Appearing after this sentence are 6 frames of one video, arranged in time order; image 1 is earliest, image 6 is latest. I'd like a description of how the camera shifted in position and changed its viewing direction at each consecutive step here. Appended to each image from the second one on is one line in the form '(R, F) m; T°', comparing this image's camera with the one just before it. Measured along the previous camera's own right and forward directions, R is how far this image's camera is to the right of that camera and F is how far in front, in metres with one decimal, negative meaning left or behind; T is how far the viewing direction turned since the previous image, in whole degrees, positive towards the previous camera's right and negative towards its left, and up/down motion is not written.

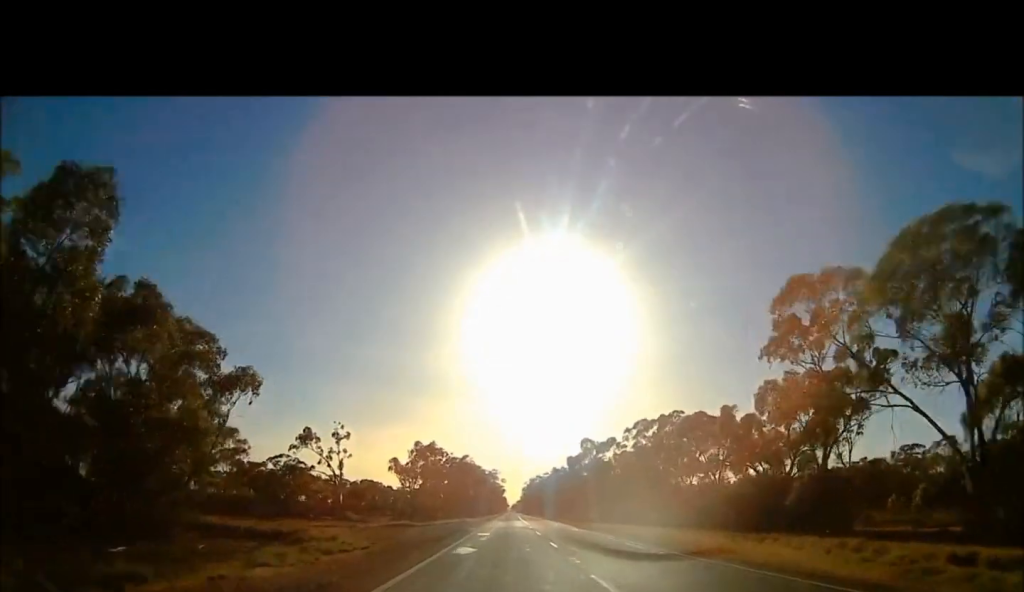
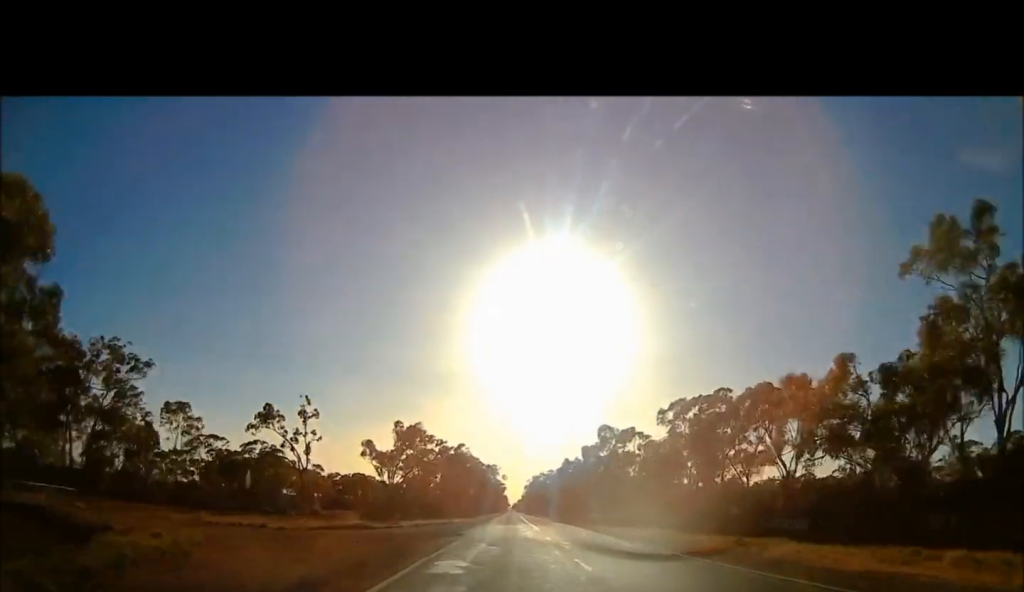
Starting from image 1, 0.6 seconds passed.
(-0.2, +21.2) m; 0°
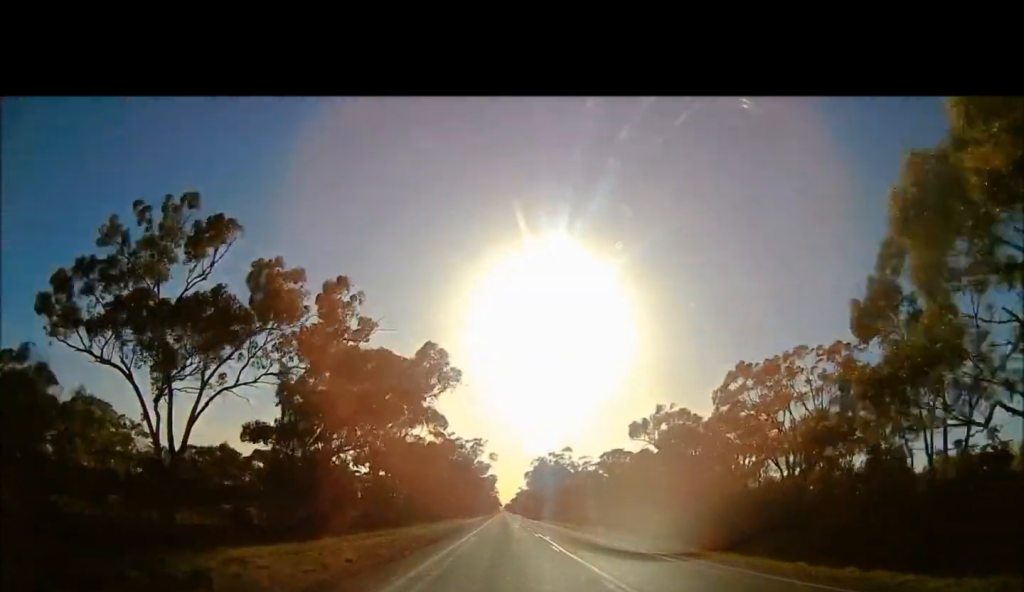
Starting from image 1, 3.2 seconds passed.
(+2.3, +88.5) m; +2°
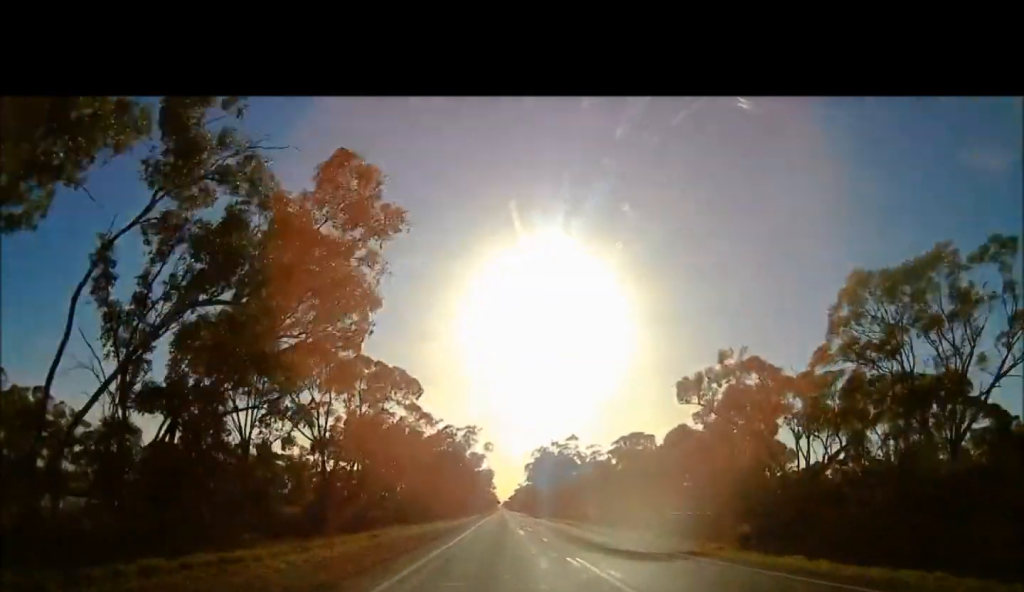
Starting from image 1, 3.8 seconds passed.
(-0.1, +15.7) m; -1°
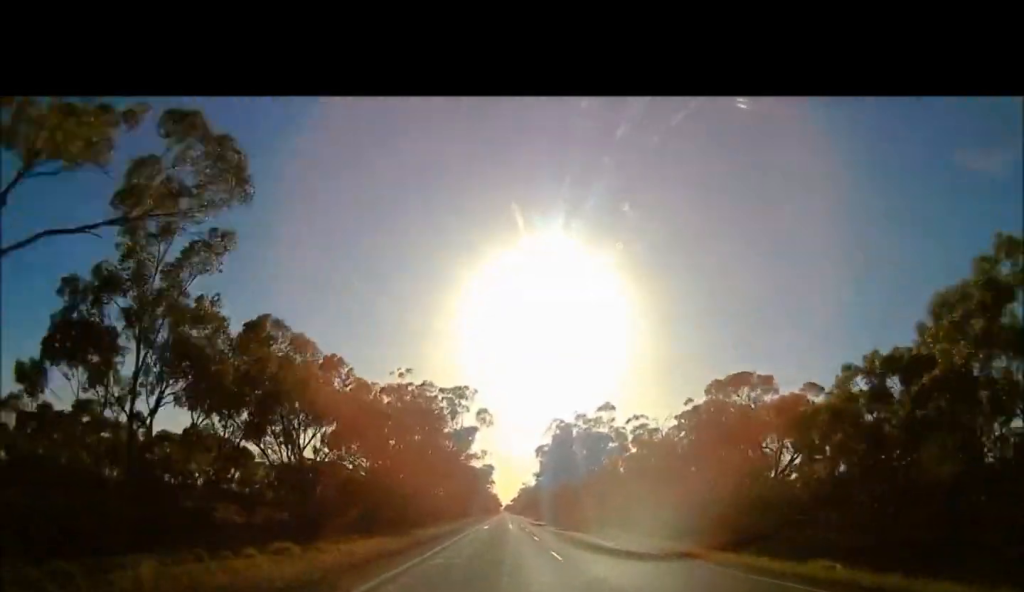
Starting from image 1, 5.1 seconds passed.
(-1.0, +35.9) m; -2°
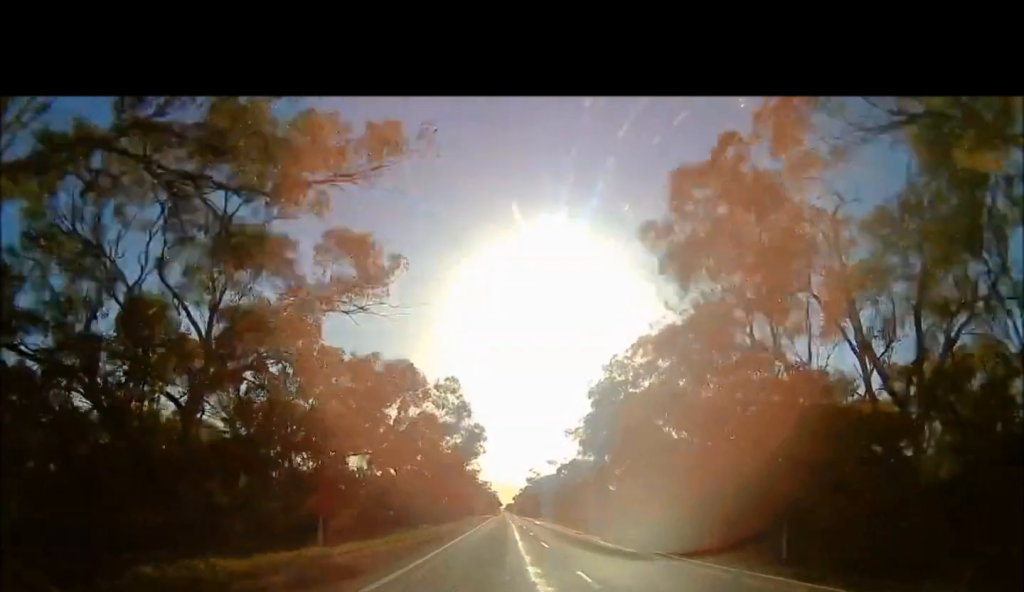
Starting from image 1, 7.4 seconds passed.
(+0.9, +77.0) m; +2°
